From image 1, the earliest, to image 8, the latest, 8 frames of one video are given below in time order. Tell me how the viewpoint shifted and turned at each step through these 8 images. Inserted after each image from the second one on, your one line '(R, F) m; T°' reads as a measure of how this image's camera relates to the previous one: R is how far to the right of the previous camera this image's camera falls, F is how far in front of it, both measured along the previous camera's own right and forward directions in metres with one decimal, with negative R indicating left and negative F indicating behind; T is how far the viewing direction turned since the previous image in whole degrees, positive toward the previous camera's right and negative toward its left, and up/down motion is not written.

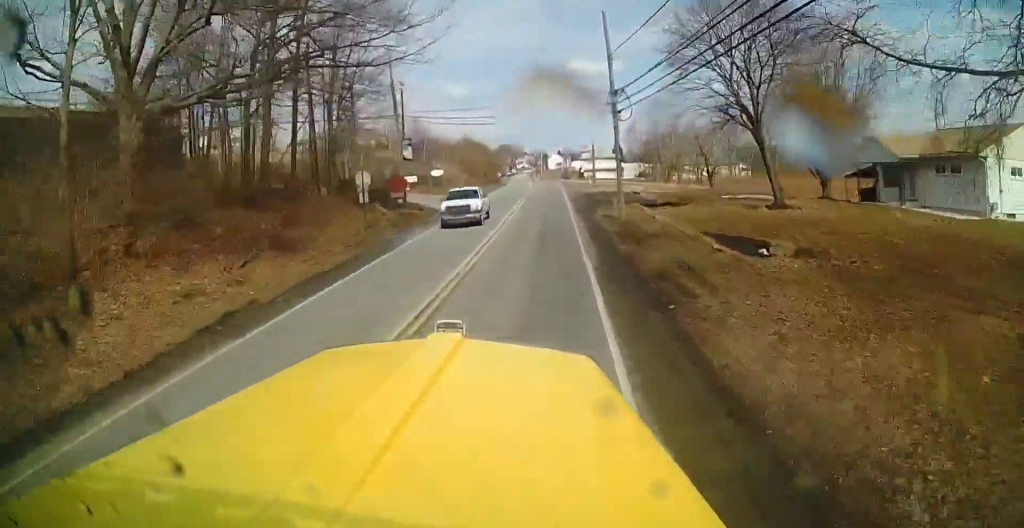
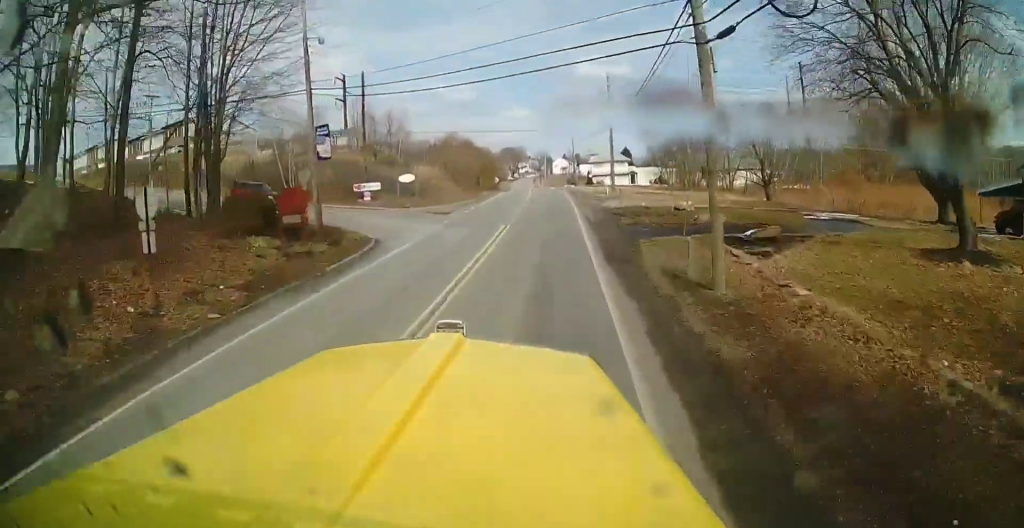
(0.0, +15.6) m; 0°
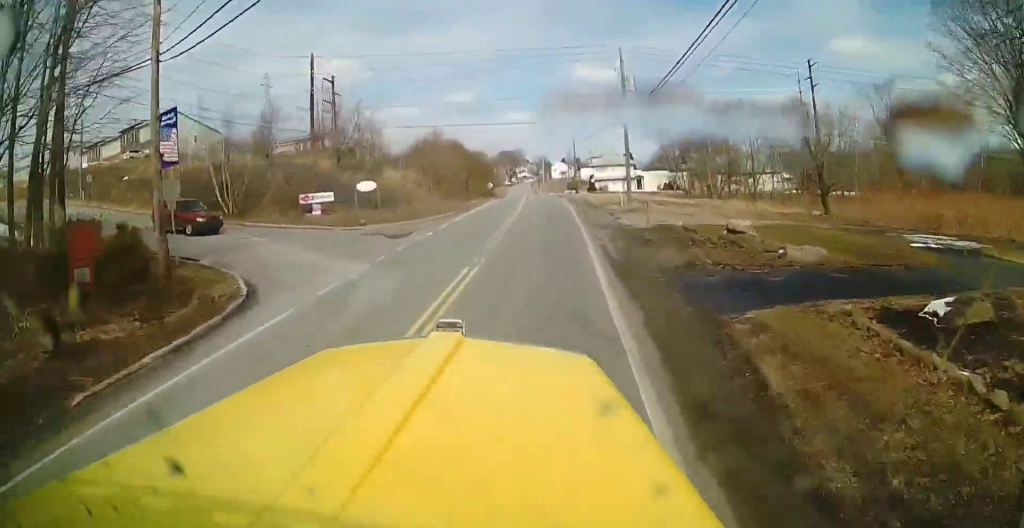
(0.0, +10.7) m; -1°
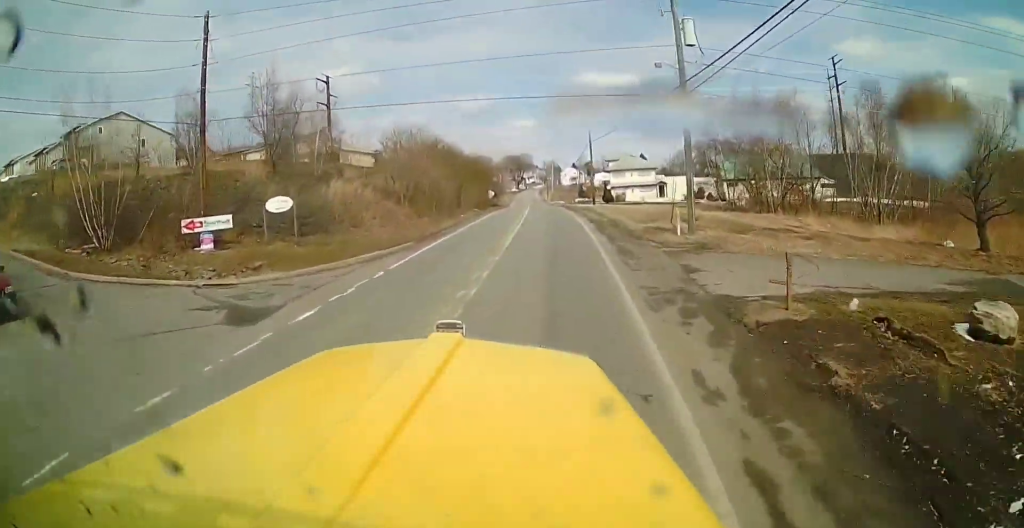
(-0.1, +14.5) m; -1°
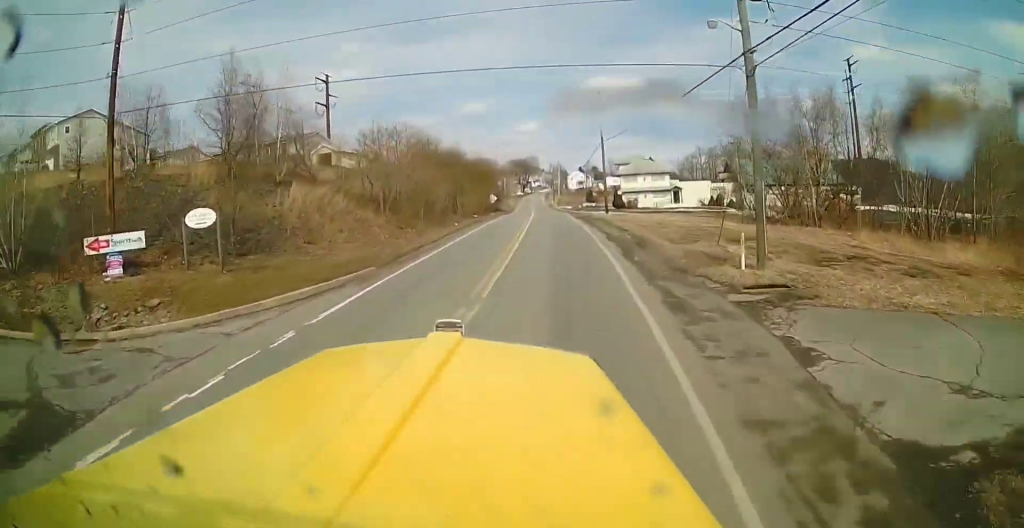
(-0.1, +7.1) m; -1°
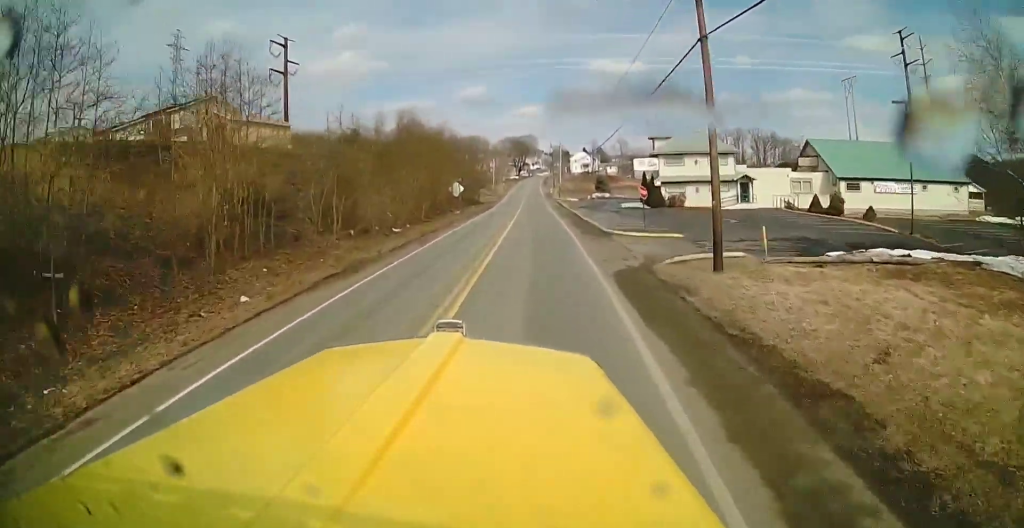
(+0.3, +34.5) m; +3°
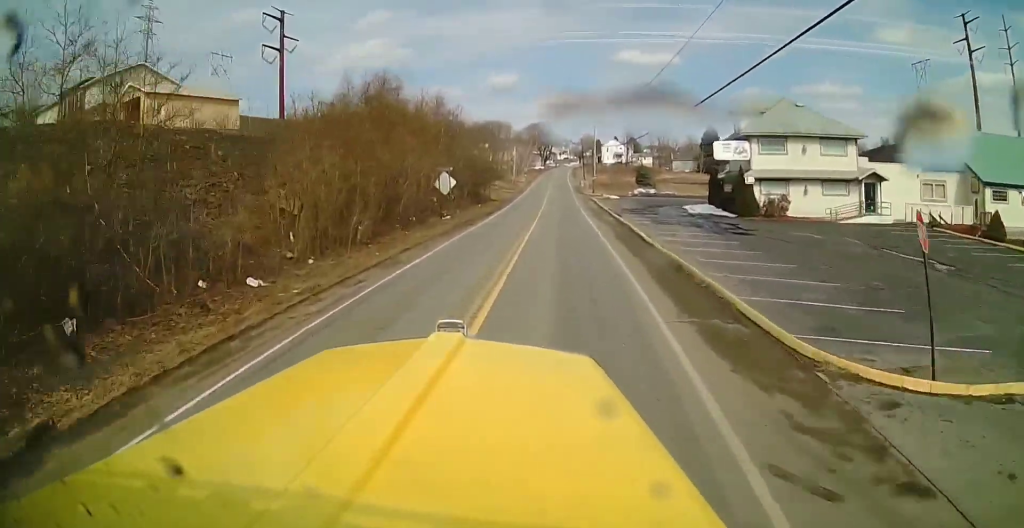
(+0.1, +20.4) m; -2°
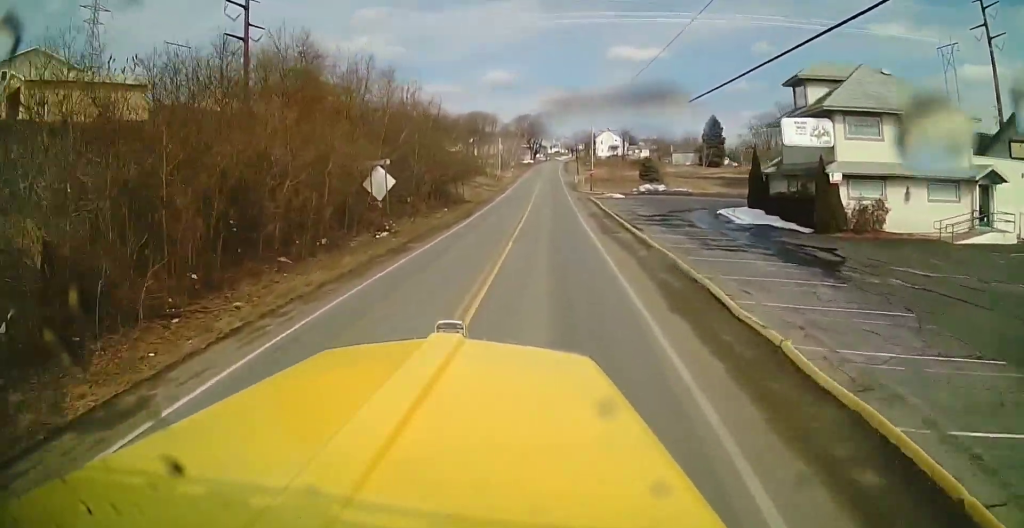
(-0.7, +13.6) m; +1°
